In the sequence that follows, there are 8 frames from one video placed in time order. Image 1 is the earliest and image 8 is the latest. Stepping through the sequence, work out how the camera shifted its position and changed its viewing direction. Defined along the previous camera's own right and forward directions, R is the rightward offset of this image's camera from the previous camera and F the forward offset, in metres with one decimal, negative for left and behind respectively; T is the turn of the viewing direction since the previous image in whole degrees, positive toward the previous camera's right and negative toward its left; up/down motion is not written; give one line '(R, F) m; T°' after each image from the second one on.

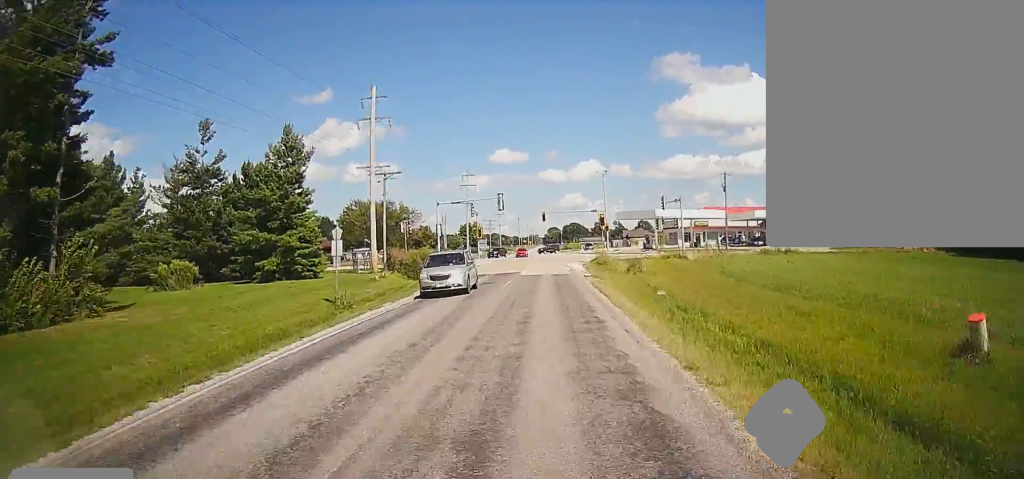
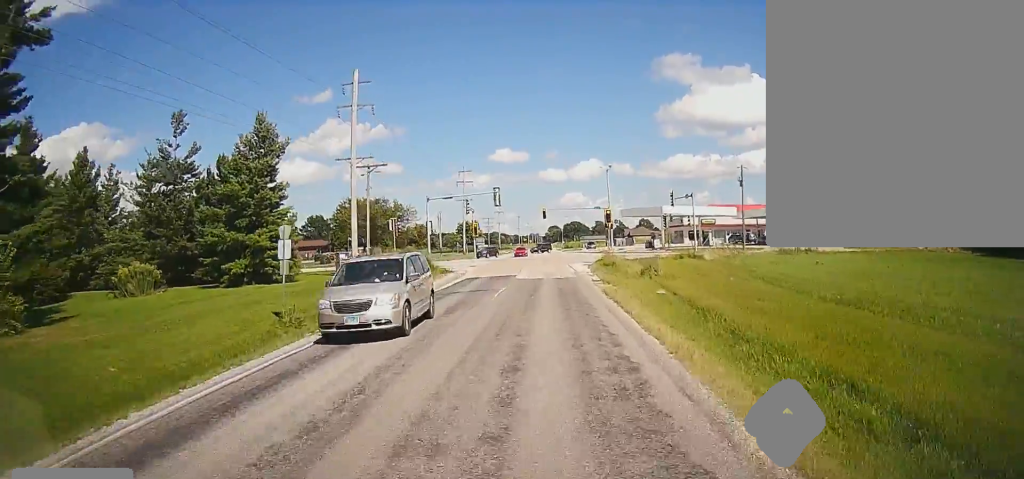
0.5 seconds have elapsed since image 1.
(0.0, +5.4) m; -1°
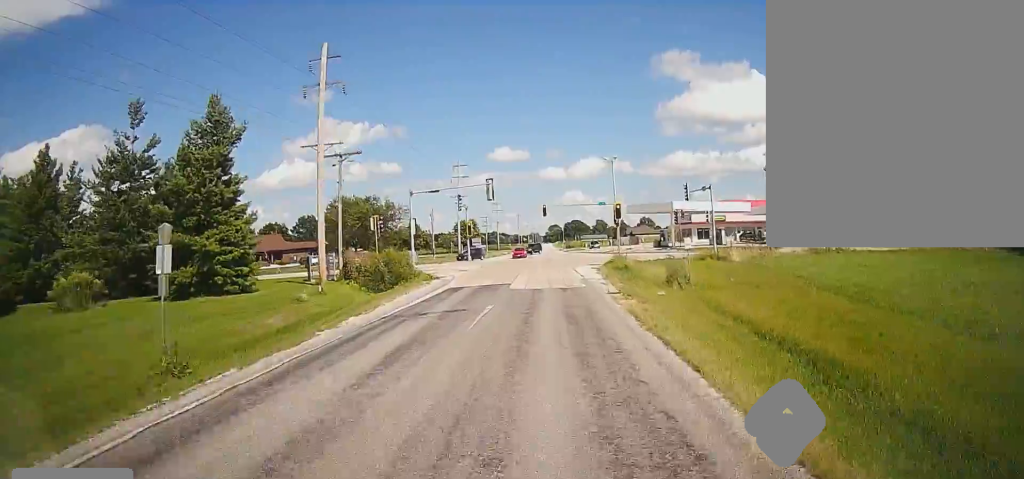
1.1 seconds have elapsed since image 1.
(+0.1, +7.3) m; -1°
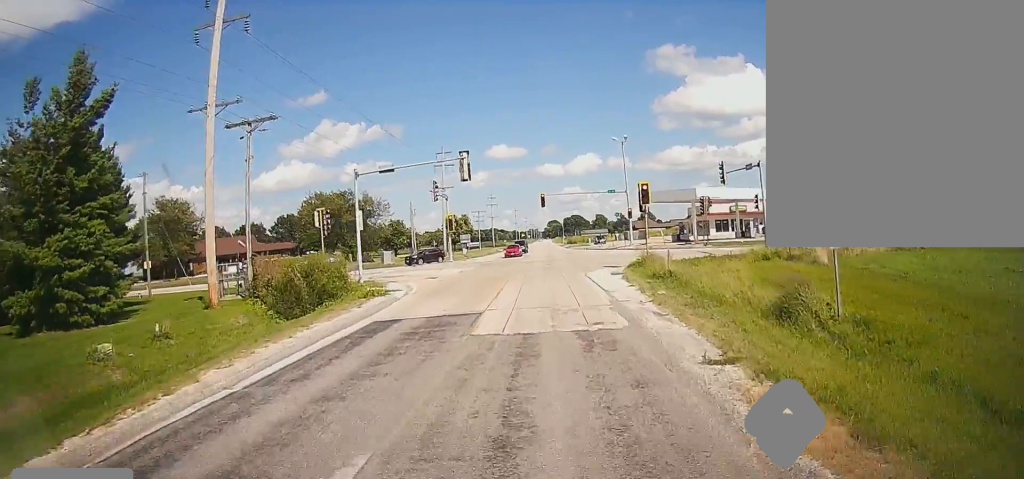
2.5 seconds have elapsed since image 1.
(-0.2, +14.9) m; +1°
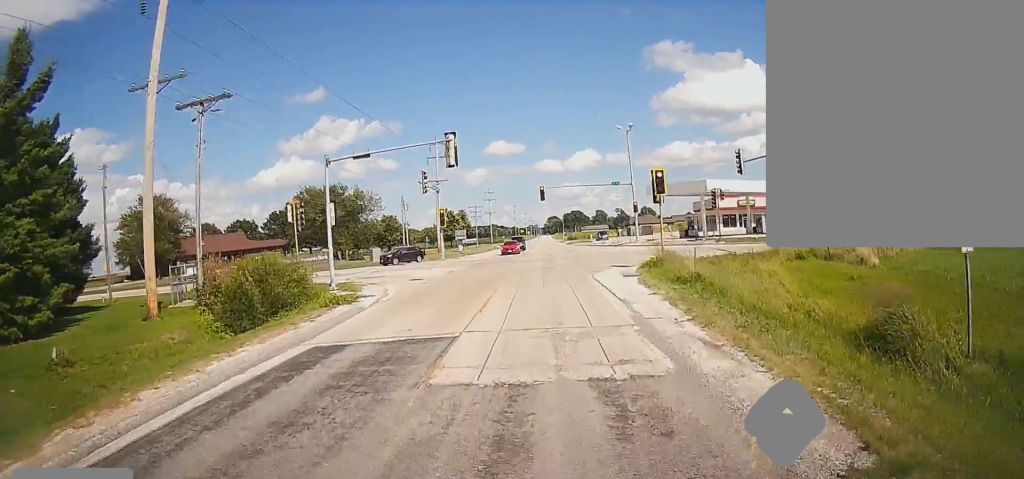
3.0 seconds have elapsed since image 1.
(+0.1, +5.2) m; +1°
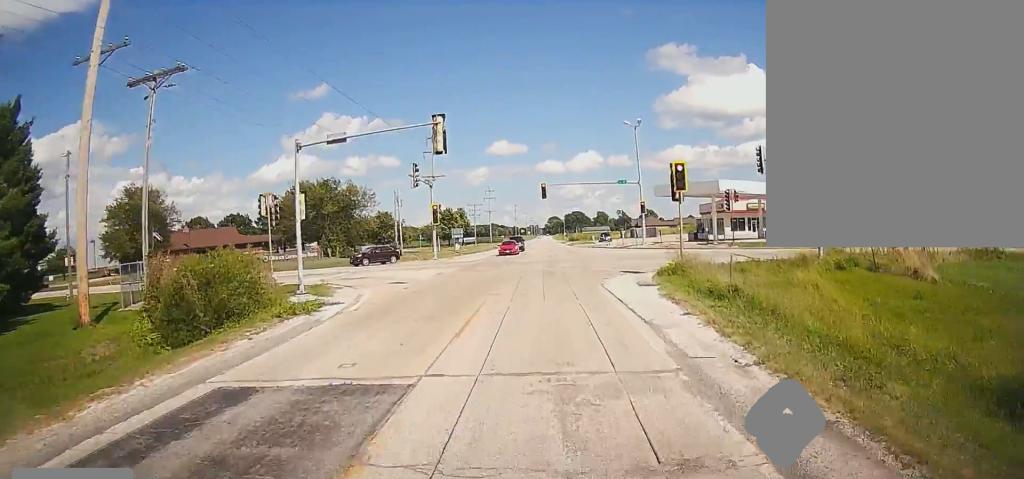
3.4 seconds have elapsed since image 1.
(0.0, +4.4) m; 0°
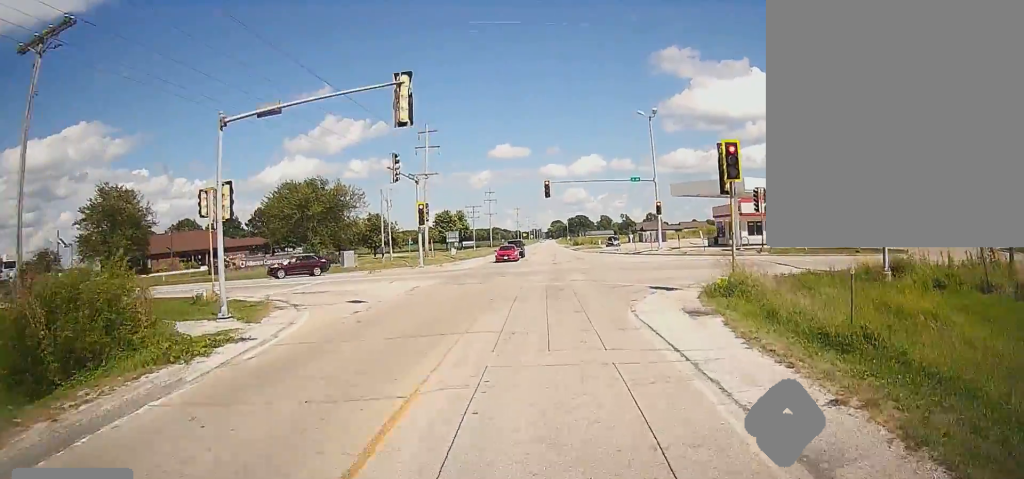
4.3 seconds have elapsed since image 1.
(0.0, +7.7) m; 0°
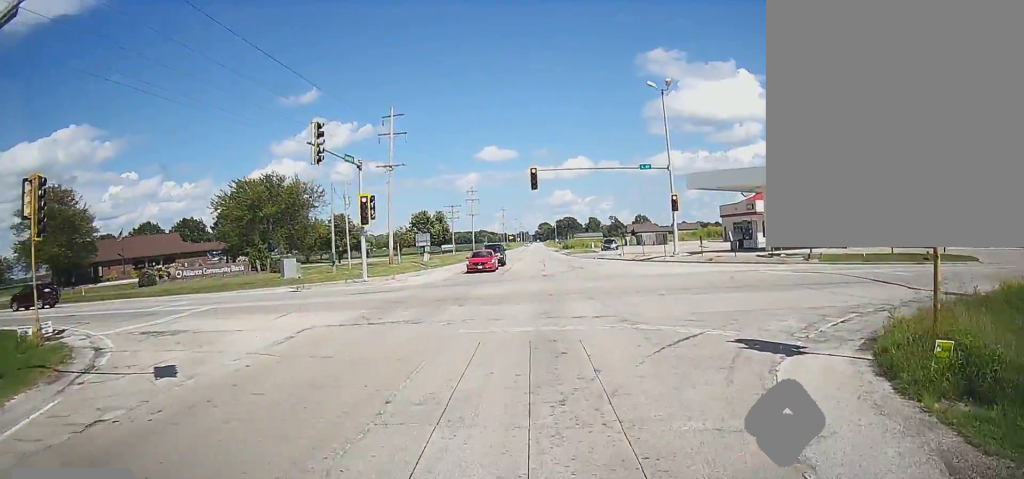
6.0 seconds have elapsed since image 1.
(0.0, +12.5) m; 0°
